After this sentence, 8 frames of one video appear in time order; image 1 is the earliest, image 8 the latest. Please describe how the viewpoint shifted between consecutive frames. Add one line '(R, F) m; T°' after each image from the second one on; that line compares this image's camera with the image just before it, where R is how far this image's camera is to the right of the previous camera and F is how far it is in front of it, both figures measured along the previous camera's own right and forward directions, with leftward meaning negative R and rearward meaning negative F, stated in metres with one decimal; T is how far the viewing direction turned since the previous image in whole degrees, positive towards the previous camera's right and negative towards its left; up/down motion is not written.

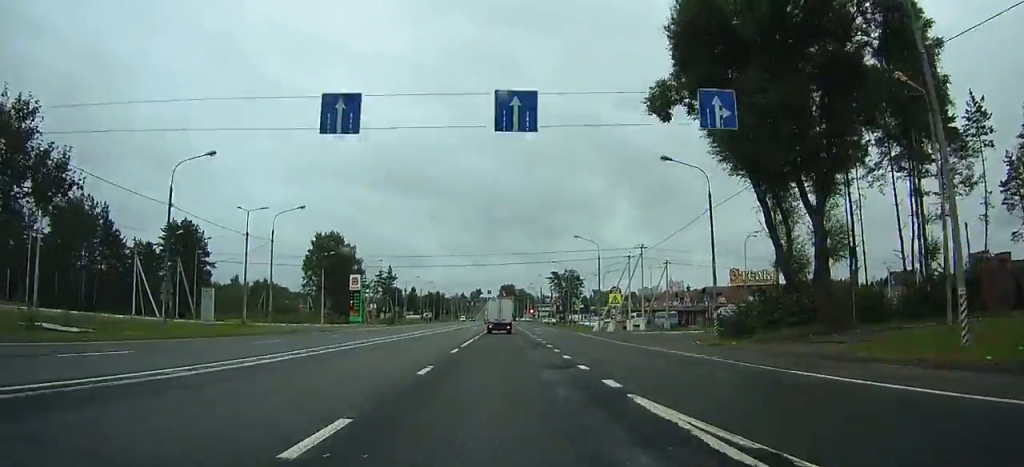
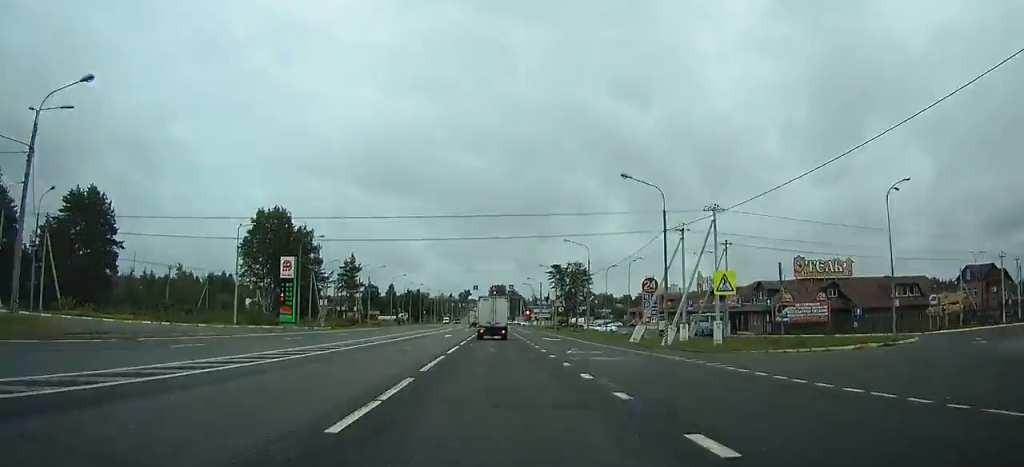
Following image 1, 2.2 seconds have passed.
(0.0, +29.5) m; +1°
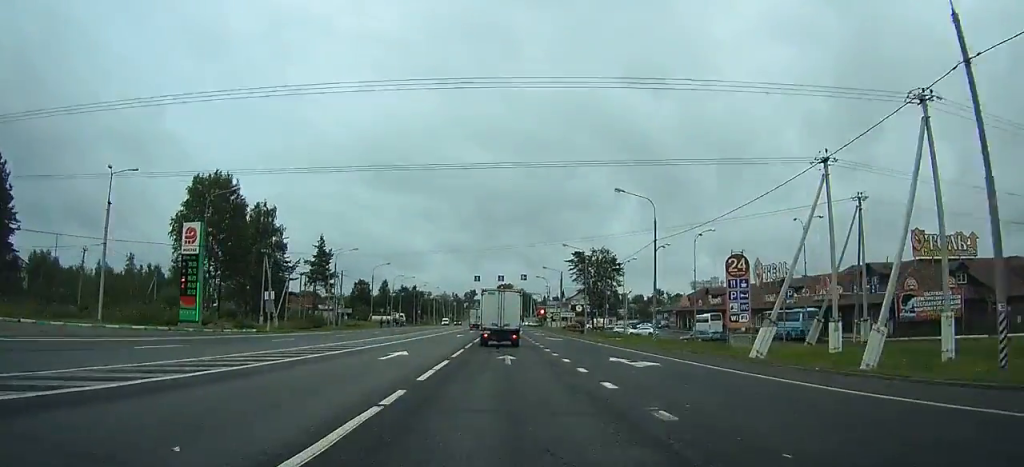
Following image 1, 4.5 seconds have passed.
(+0.3, +27.8) m; +1°
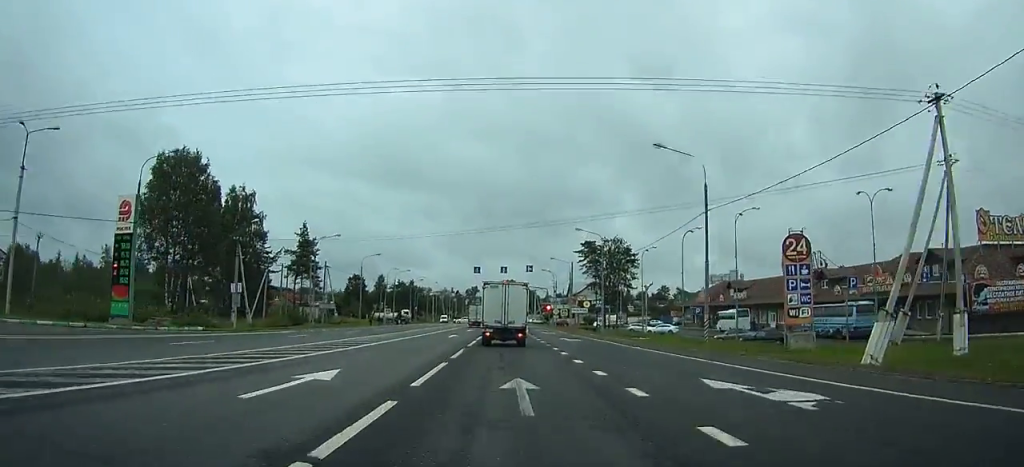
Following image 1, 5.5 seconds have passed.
(0.0, +11.6) m; 0°
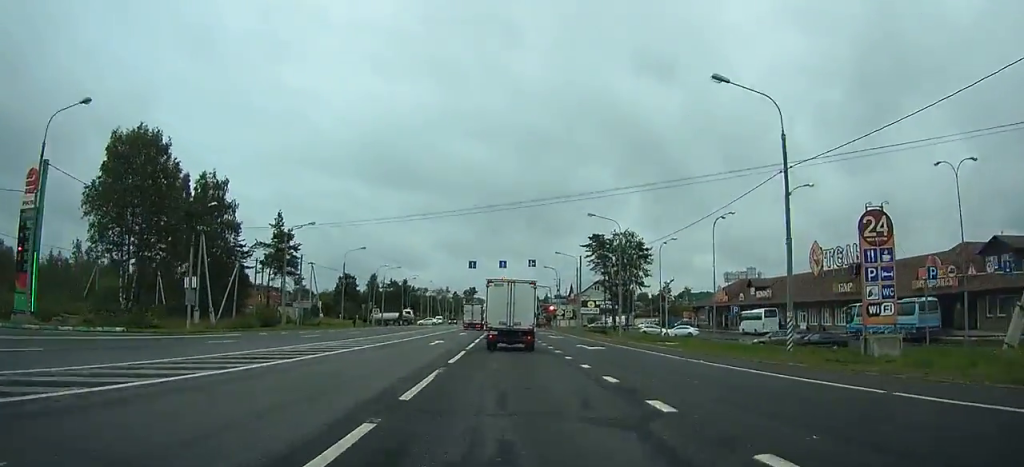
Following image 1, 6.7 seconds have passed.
(0.0, +12.0) m; 0°
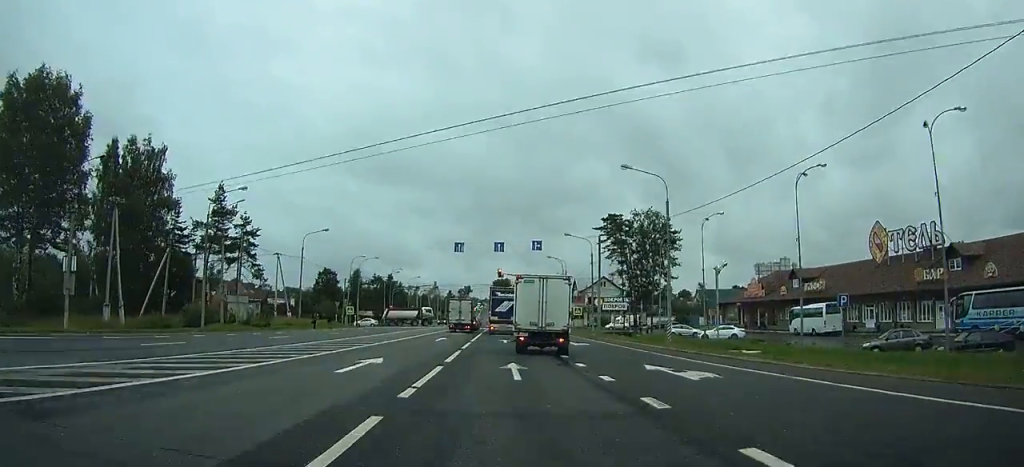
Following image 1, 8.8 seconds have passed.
(0.0, +19.6) m; 0°
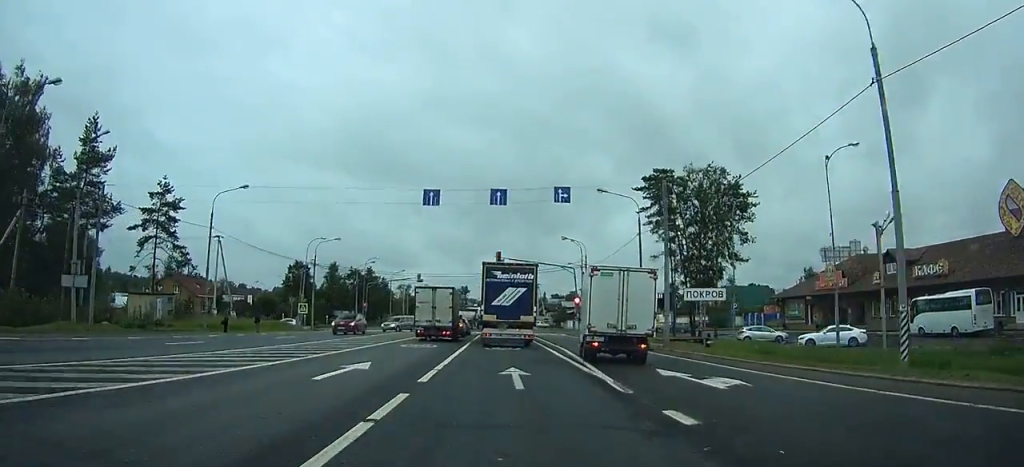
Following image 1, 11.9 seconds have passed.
(-0.1, +23.4) m; 0°
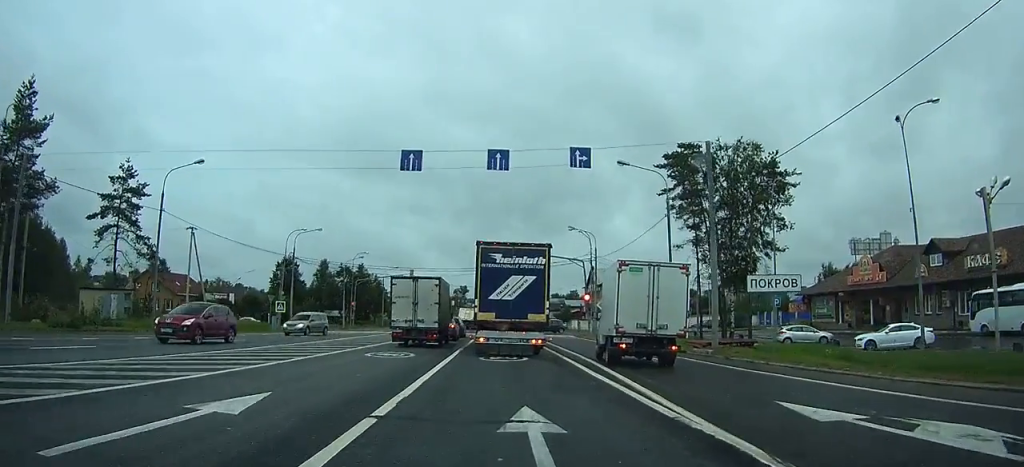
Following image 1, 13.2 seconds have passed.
(0.0, +7.6) m; 0°
